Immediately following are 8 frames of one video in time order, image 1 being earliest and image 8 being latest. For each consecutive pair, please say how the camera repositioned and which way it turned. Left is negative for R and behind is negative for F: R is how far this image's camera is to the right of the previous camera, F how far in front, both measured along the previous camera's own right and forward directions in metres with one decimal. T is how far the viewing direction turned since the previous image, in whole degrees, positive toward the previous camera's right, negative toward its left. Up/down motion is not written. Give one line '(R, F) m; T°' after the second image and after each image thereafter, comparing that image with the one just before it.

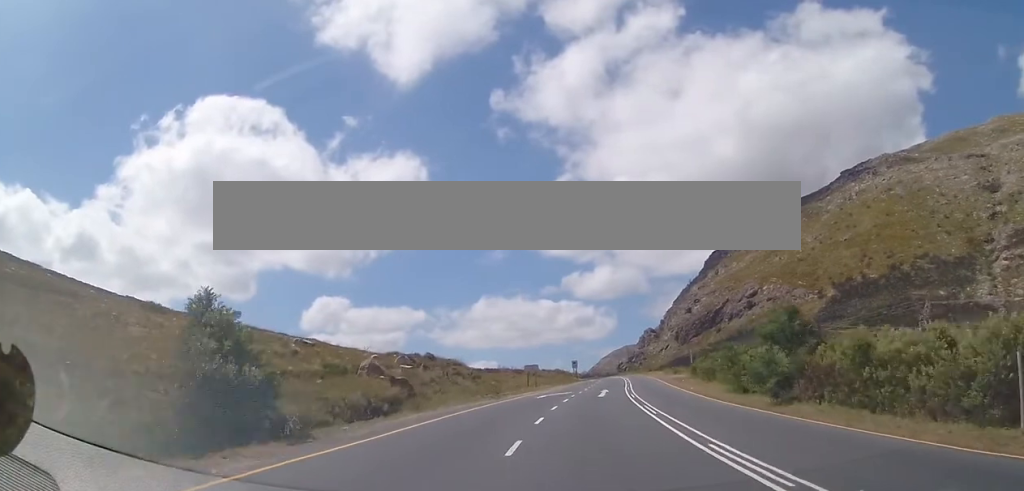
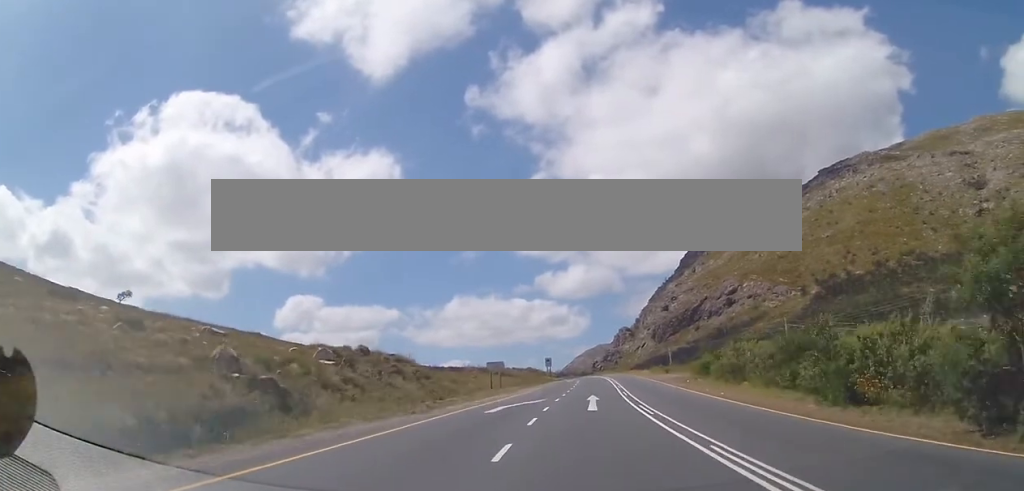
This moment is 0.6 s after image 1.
(+0.1, +13.0) m; +2°
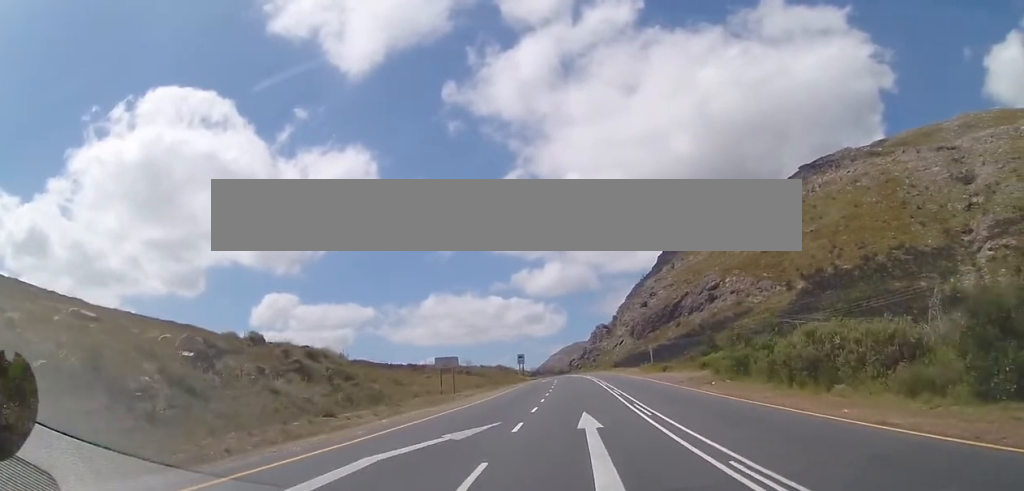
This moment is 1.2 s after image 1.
(+0.5, +14.0) m; +1°
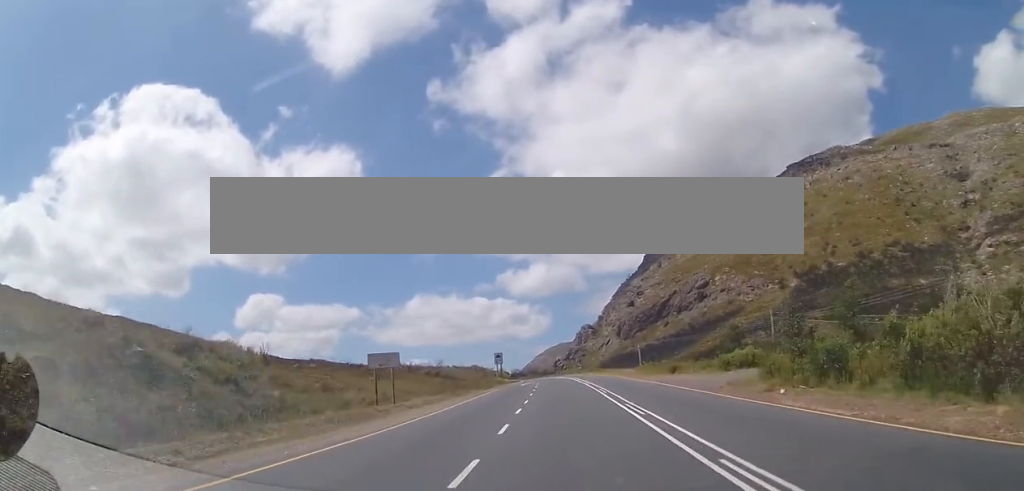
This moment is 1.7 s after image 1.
(+0.1, +12.4) m; +1°
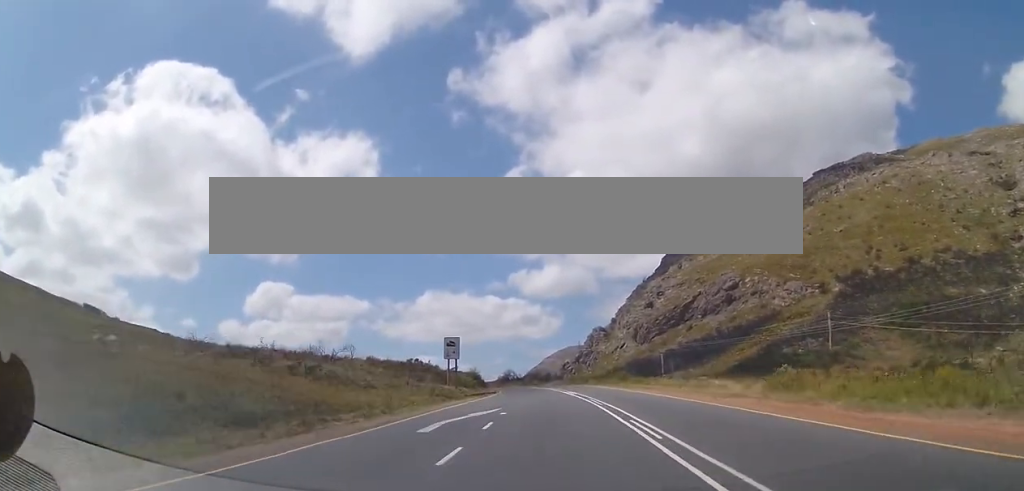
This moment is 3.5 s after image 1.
(+0.6, +40.8) m; 0°
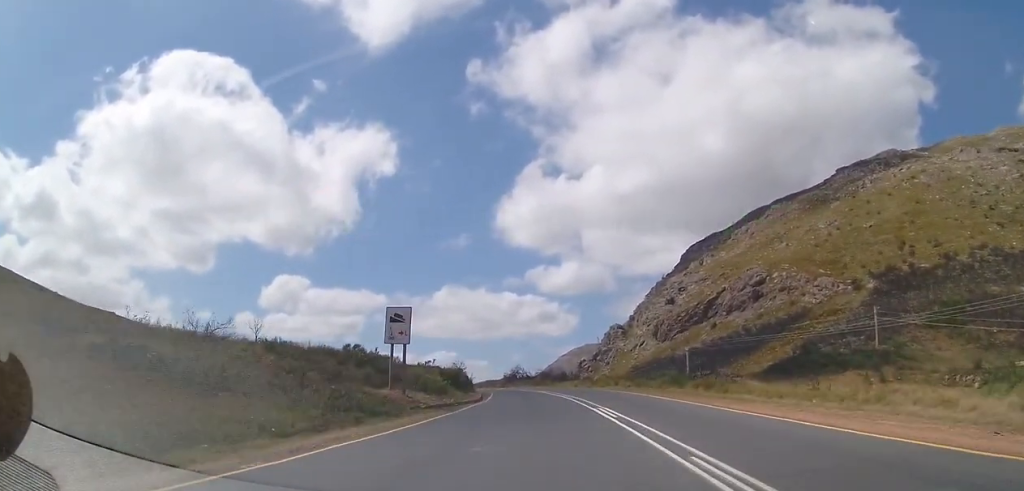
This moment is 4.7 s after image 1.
(-0.7, +24.7) m; -3°
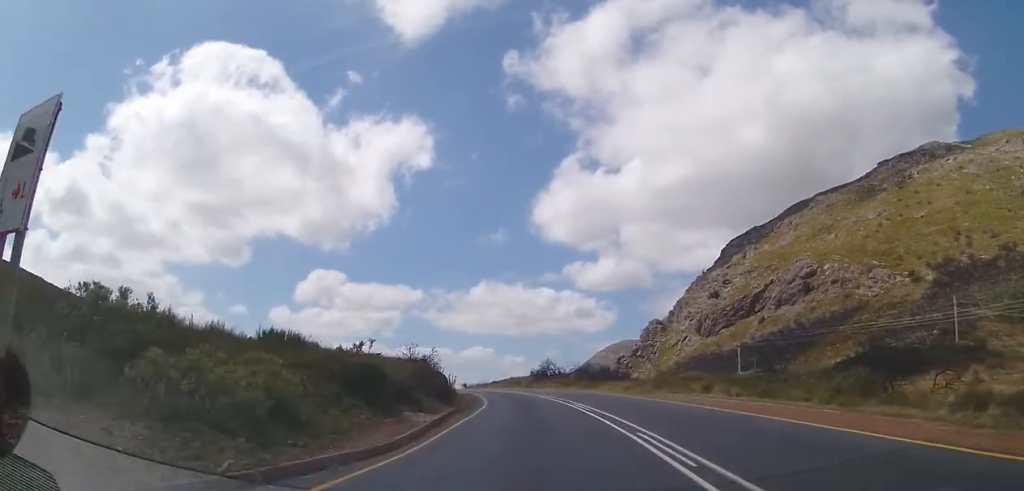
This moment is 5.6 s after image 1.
(-0.3, +16.4) m; -2°
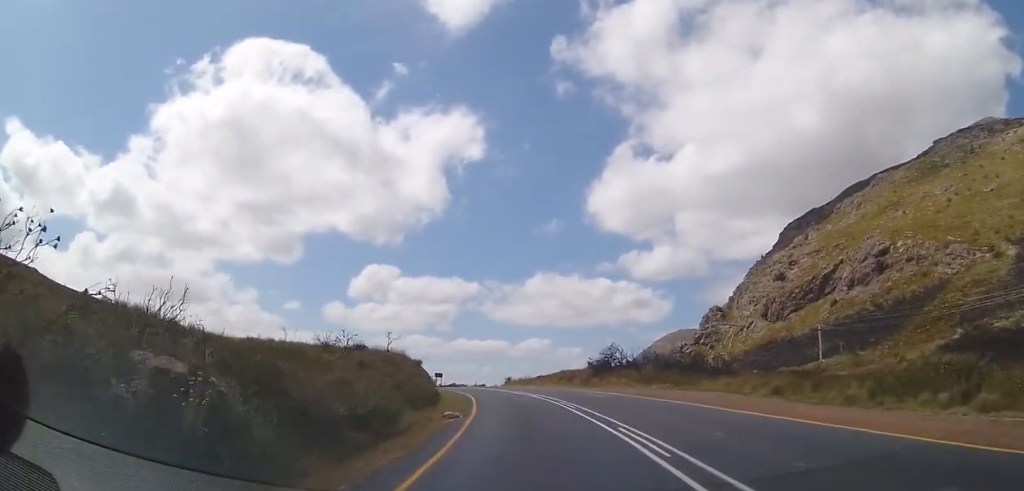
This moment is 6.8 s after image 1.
(-0.8, +22.7) m; -7°
